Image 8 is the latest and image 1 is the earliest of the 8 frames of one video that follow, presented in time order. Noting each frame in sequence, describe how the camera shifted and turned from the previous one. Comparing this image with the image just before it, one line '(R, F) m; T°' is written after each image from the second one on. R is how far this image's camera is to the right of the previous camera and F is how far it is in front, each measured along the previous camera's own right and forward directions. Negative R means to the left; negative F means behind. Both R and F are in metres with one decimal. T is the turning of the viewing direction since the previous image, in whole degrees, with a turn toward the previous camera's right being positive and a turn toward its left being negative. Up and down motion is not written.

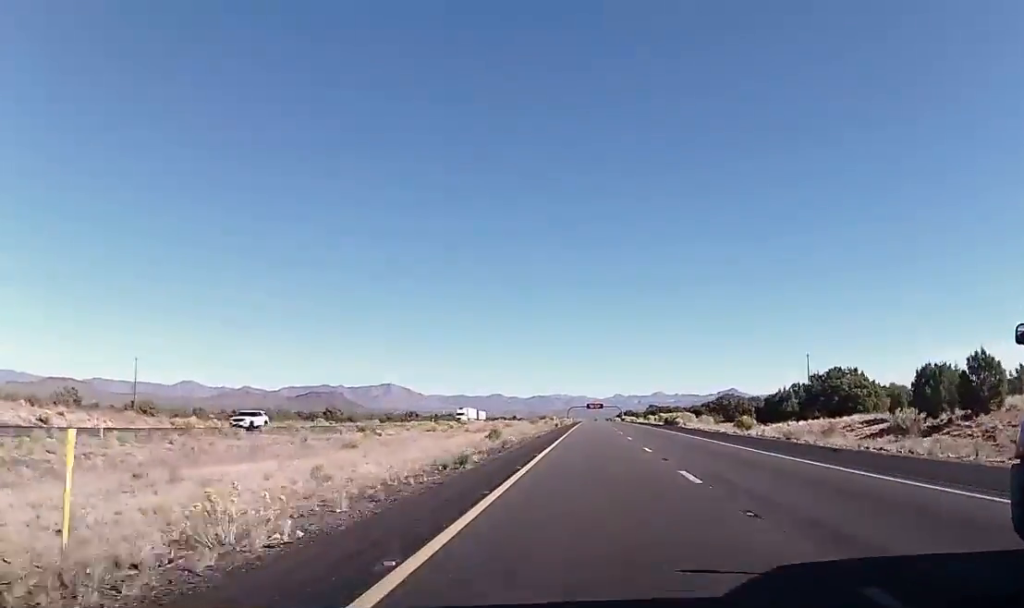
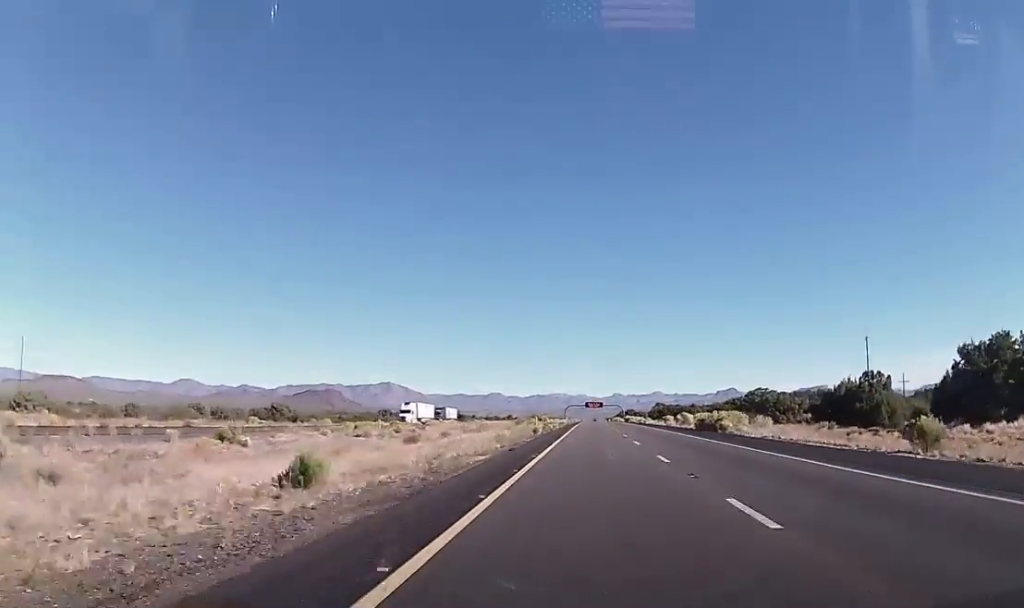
(0.0, +31.2) m; 0°
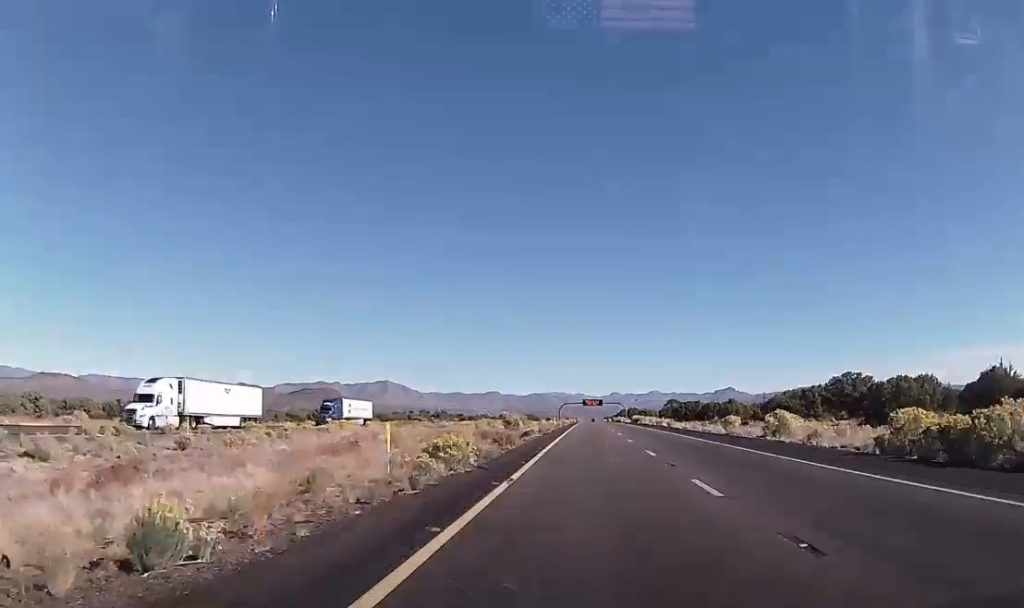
(0.0, +45.8) m; 0°
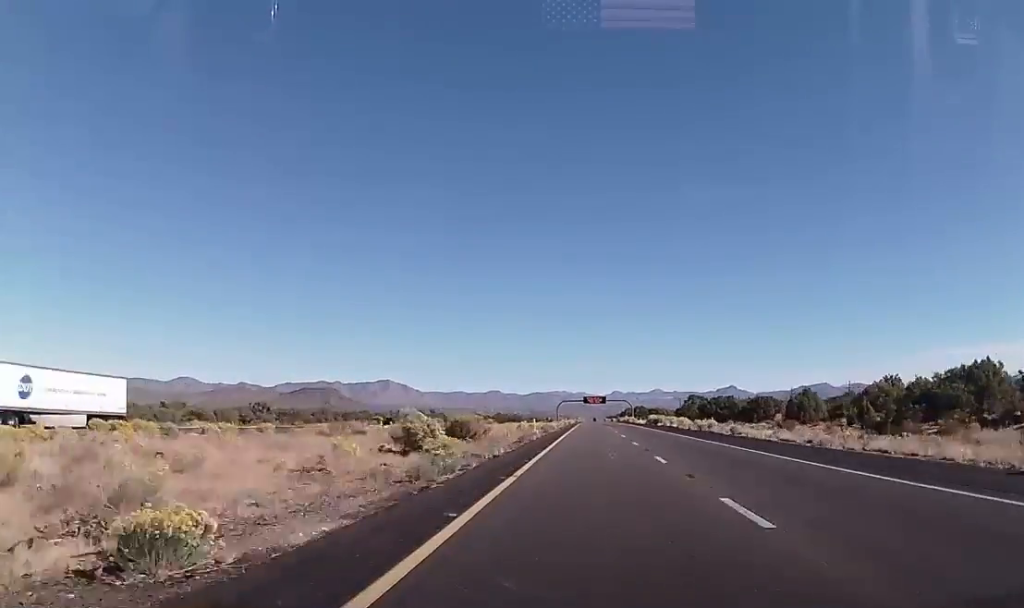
(0.0, +39.8) m; 0°
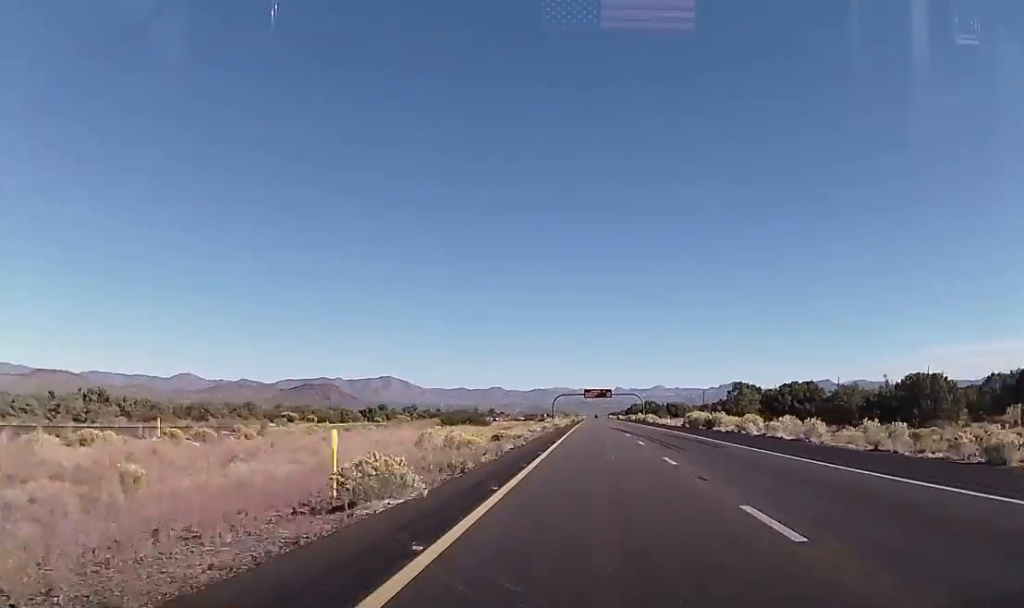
(0.0, +50.6) m; 0°
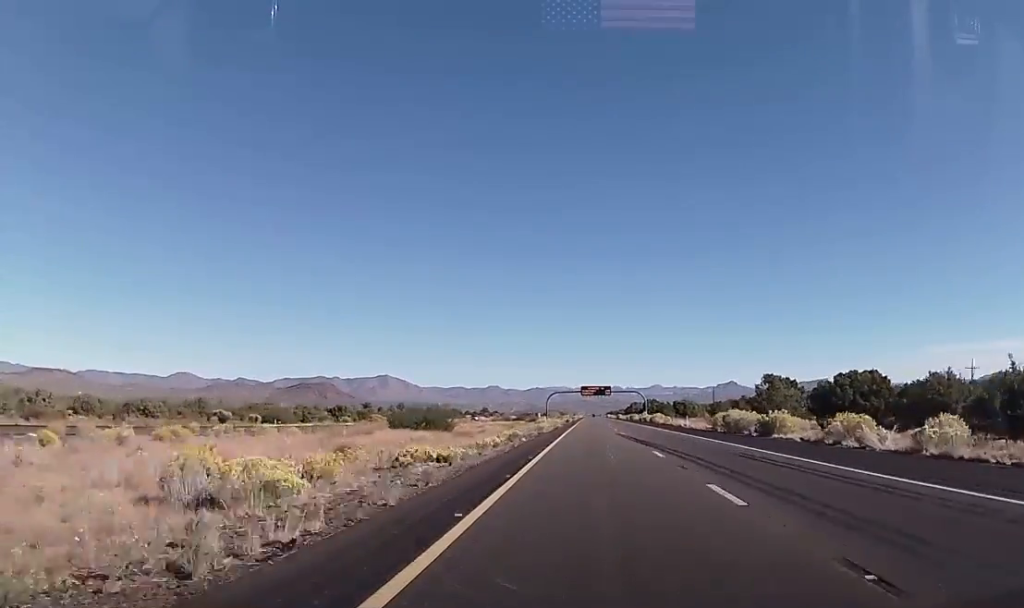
(0.0, +22.9) m; 0°
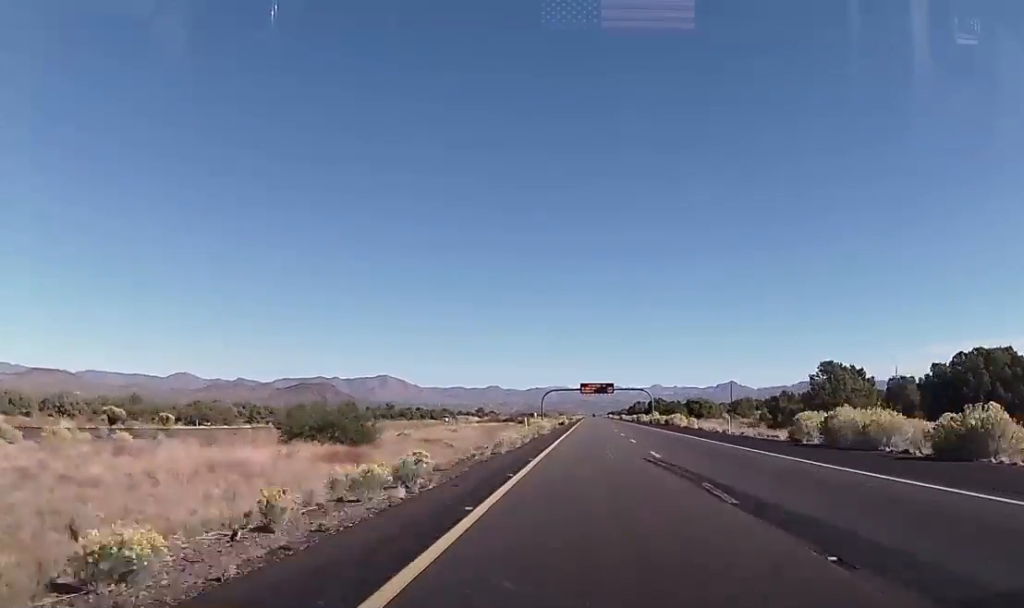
(-0.1, +24.1) m; +1°
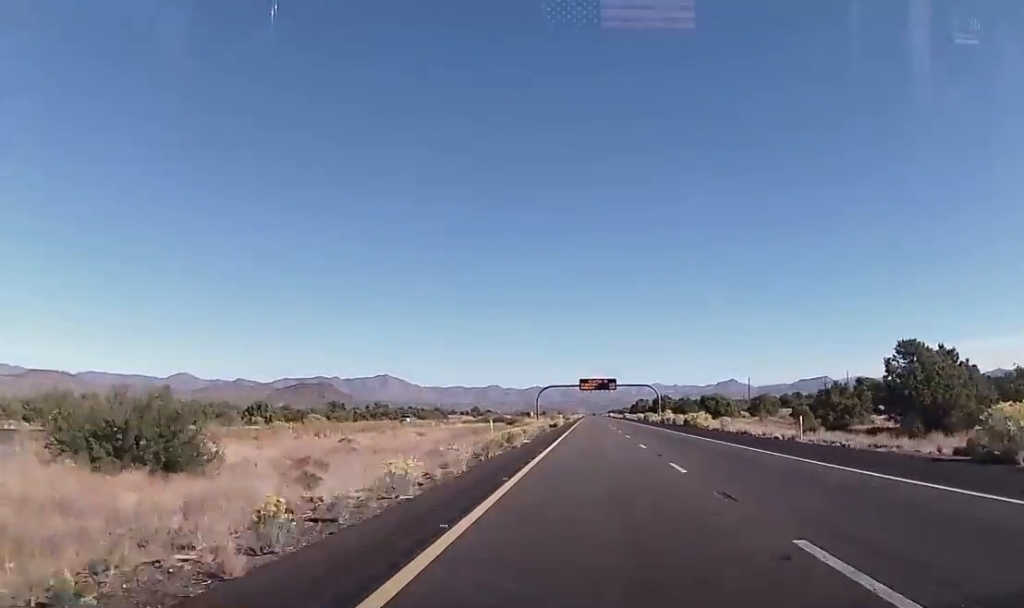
(+0.1, +19.3) m; 0°
